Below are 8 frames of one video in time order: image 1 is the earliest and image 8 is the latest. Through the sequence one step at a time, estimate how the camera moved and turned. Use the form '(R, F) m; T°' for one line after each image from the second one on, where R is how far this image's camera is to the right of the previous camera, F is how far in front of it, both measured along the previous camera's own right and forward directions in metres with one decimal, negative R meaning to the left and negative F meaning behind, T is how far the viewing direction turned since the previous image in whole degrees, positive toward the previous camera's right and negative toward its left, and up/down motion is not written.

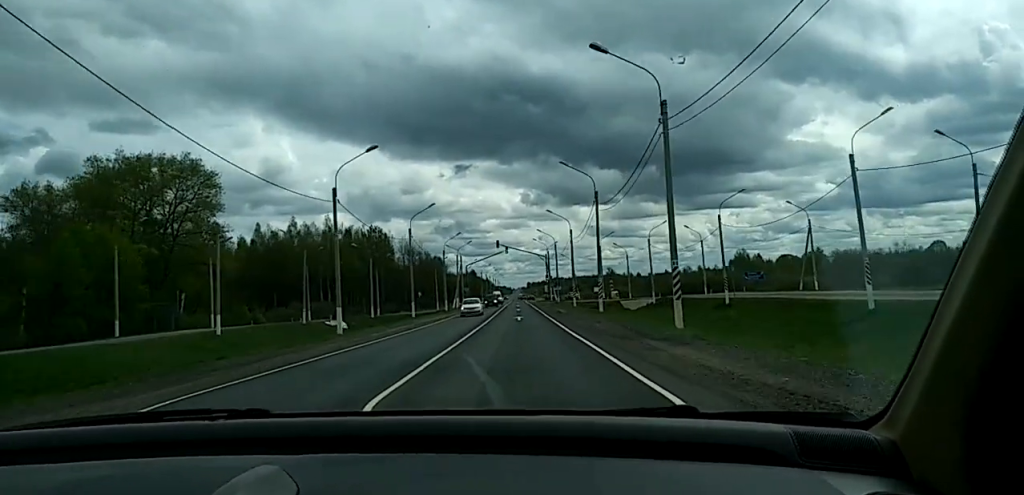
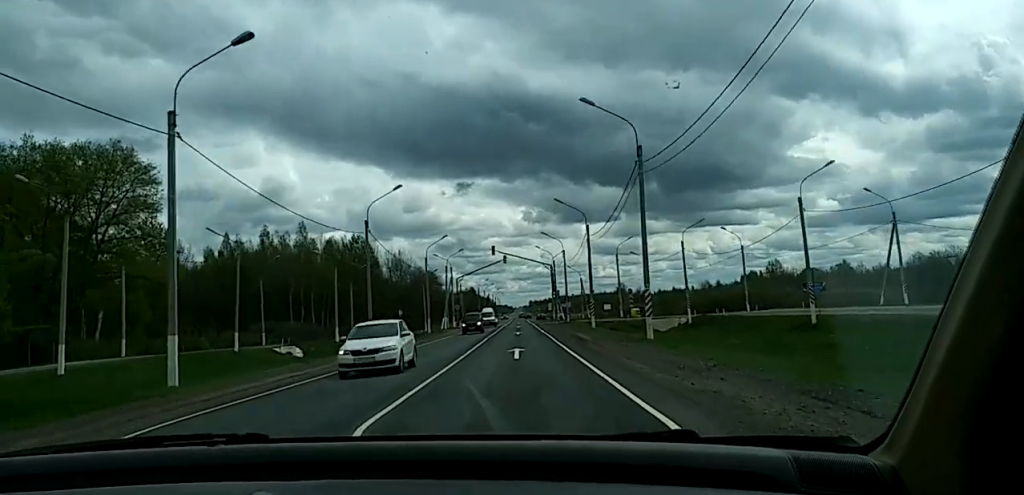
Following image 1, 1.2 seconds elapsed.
(-0.2, +22.8) m; -1°
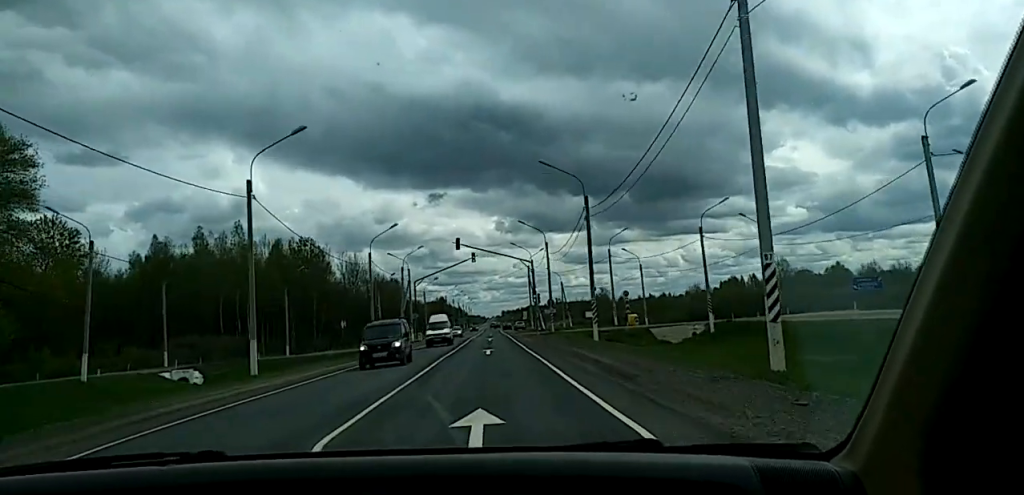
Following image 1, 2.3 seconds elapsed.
(-0.3, +20.0) m; 0°
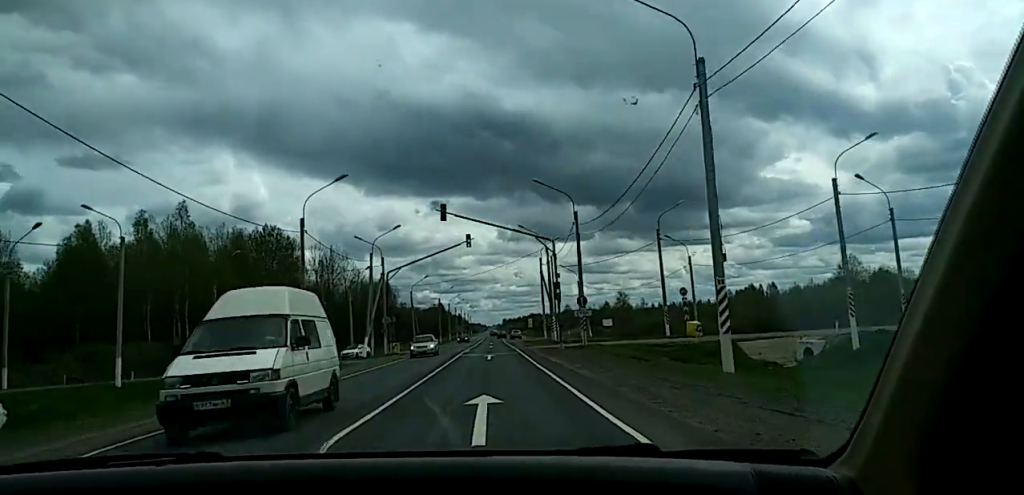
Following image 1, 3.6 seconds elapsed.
(+0.4, +25.7) m; 0°
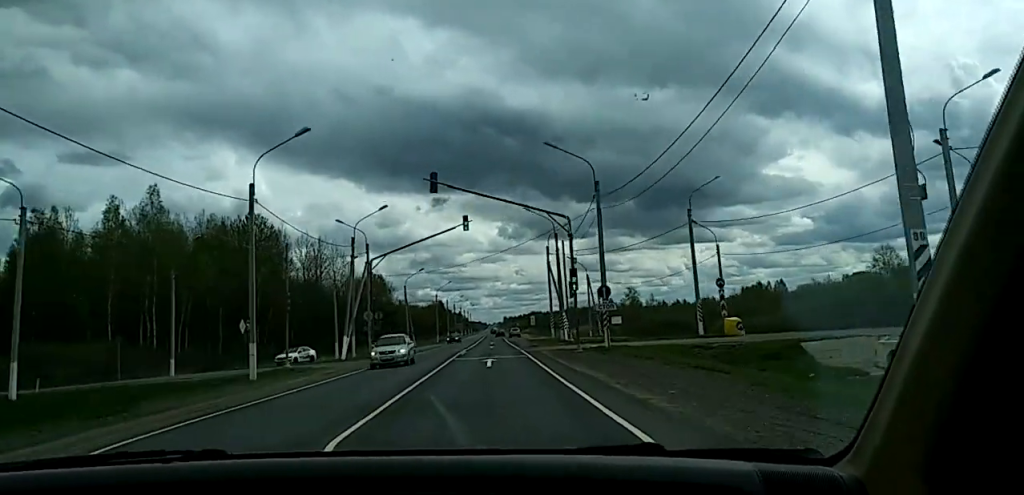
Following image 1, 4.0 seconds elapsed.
(-0.2, +10.1) m; -1°
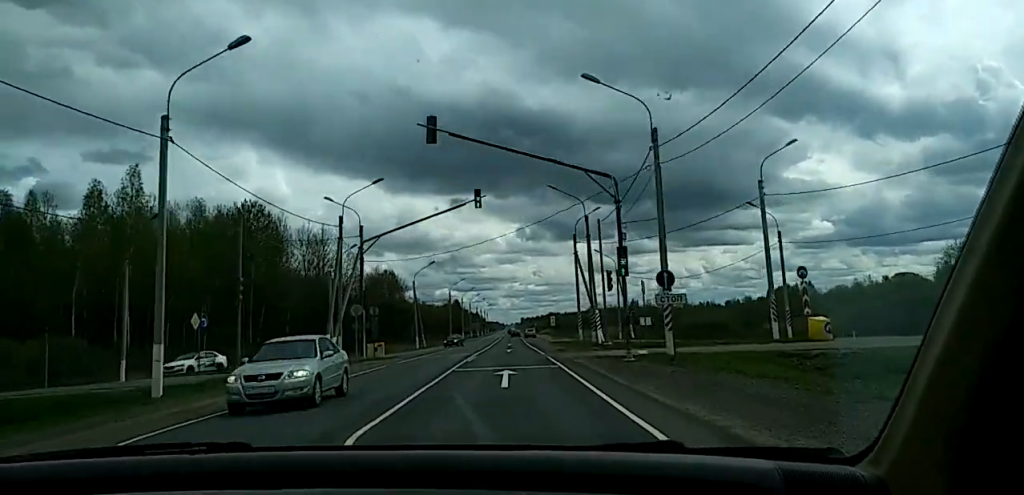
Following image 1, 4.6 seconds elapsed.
(-0.1, +11.8) m; -1°
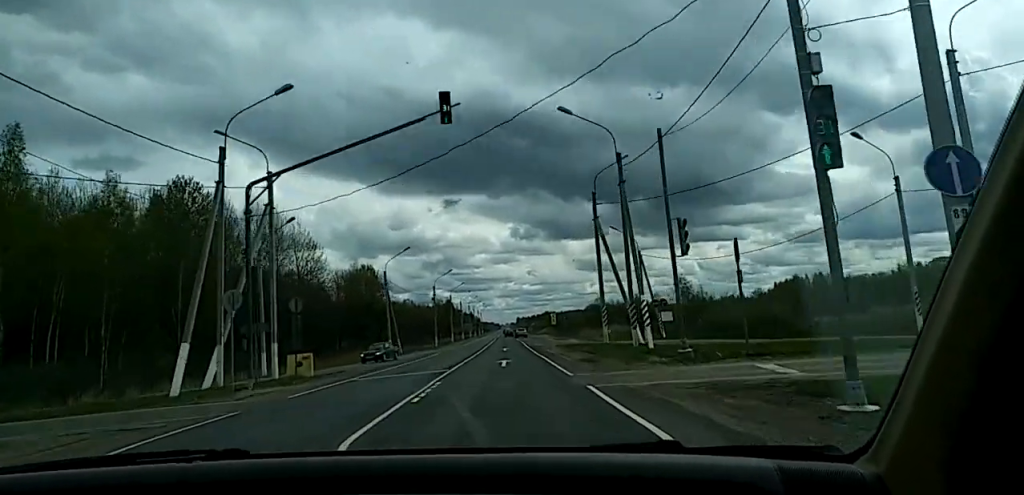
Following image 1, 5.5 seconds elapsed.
(-0.2, +20.1) m; 0°
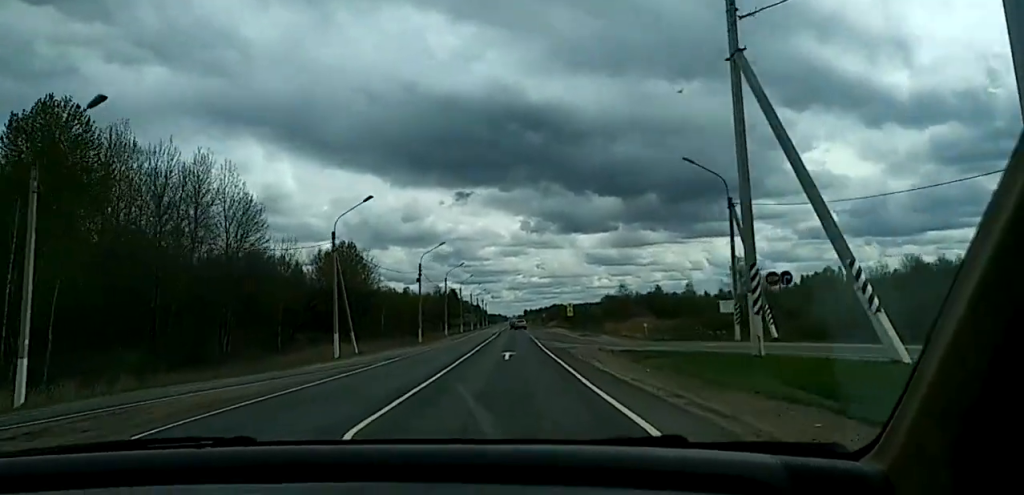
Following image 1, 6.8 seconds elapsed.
(+0.4, +28.0) m; +1°
